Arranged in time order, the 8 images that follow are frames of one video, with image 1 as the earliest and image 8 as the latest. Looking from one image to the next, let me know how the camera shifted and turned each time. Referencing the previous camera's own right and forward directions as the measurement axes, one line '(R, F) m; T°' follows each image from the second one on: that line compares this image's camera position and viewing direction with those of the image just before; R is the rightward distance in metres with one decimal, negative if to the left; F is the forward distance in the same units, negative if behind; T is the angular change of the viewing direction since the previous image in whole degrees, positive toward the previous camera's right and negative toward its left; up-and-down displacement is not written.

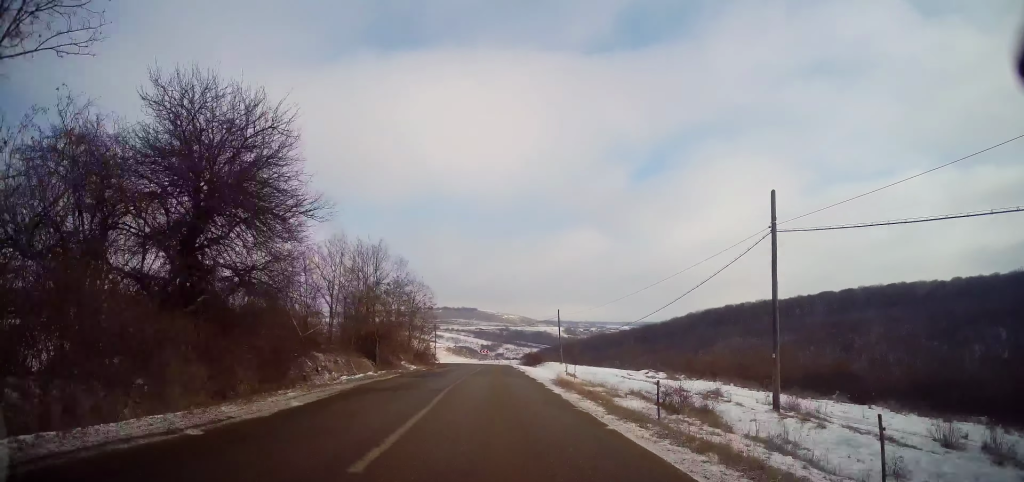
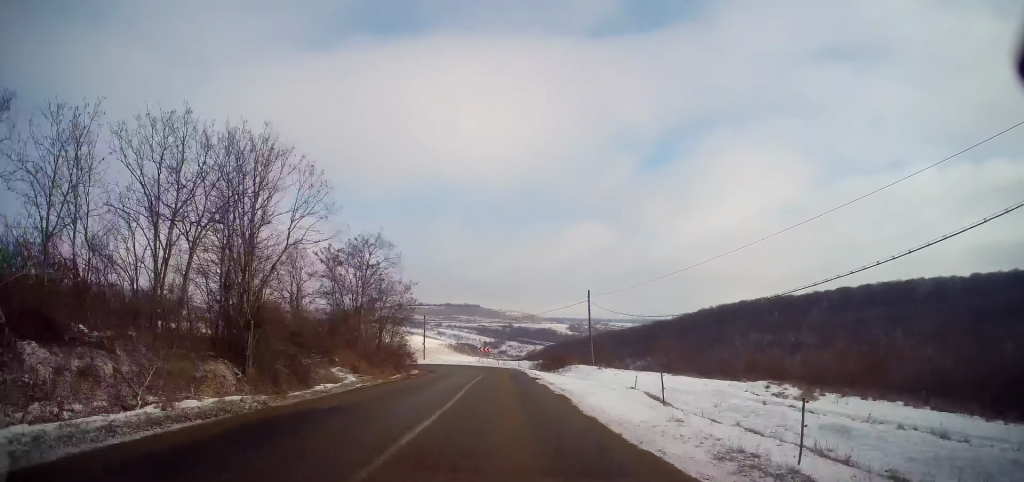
(-0.3, +18.7) m; +1°
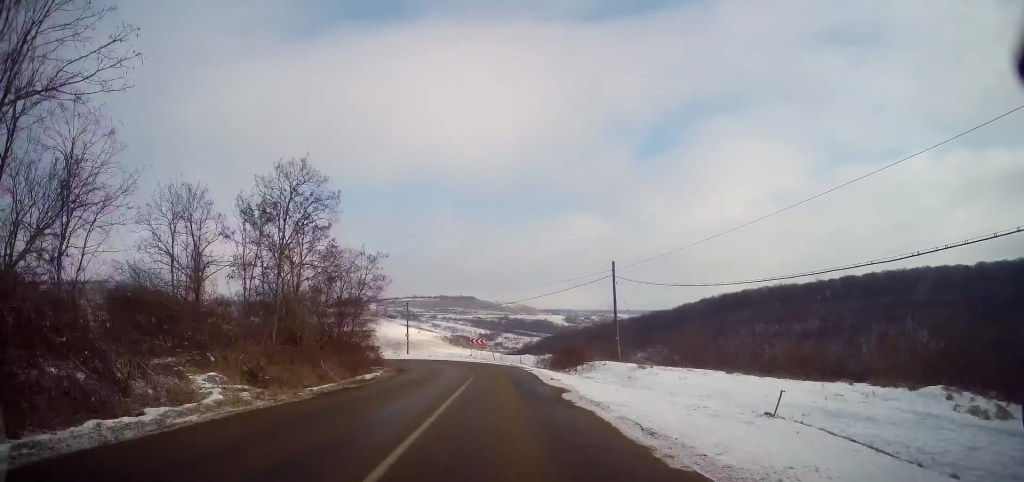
(+0.4, +10.9) m; 0°
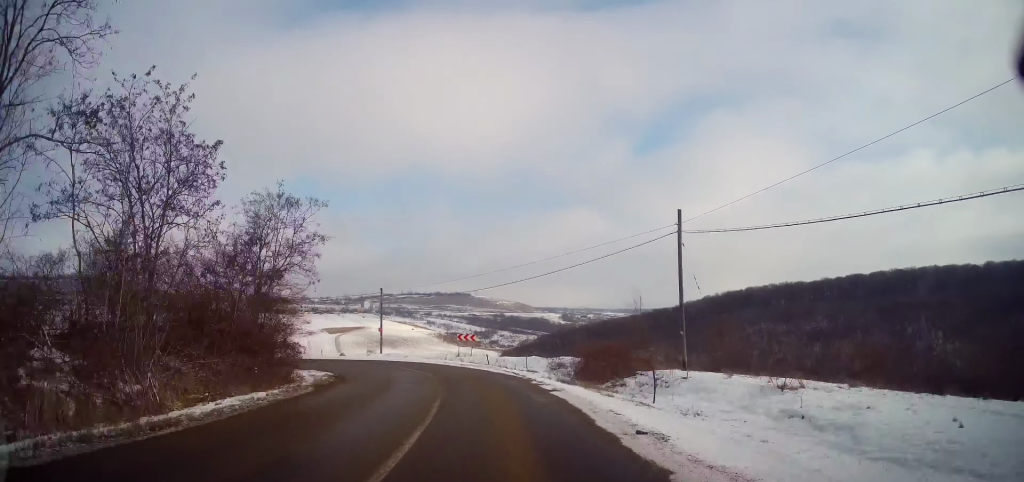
(0.0, +12.8) m; -2°
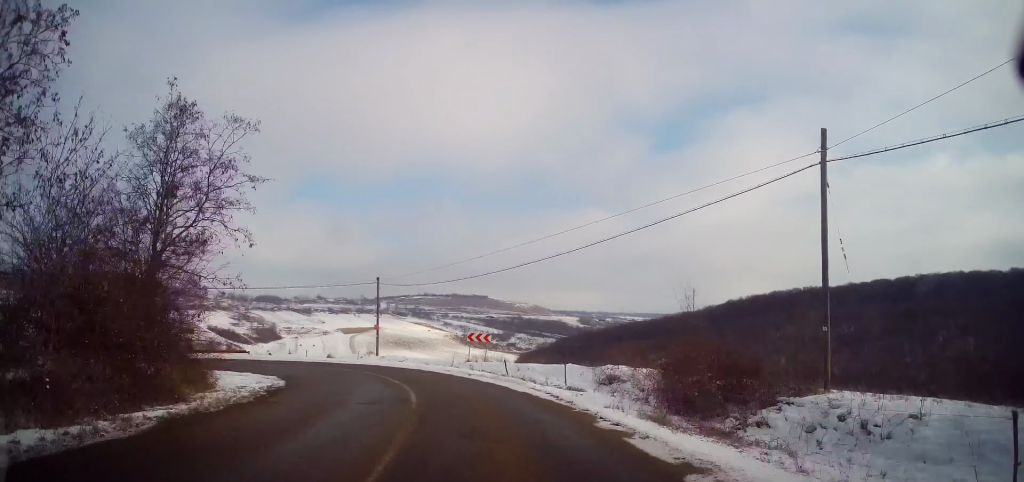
(-0.4, +9.2) m; -3°
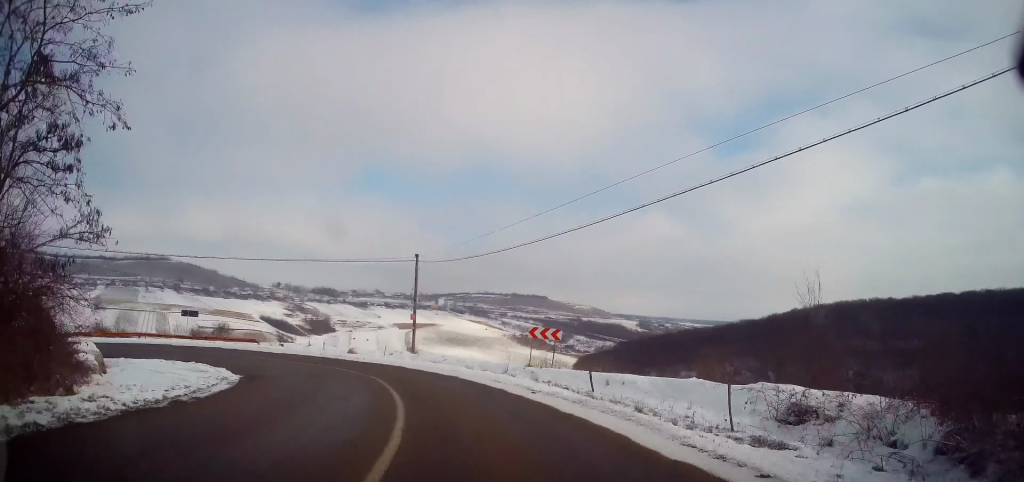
(0.0, +9.6) m; -4°
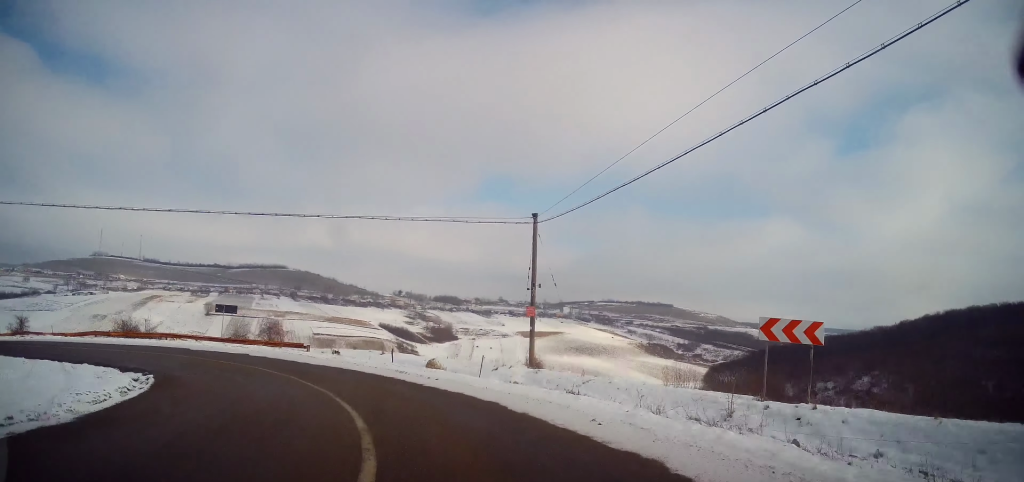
(-1.2, +13.0) m; -13°
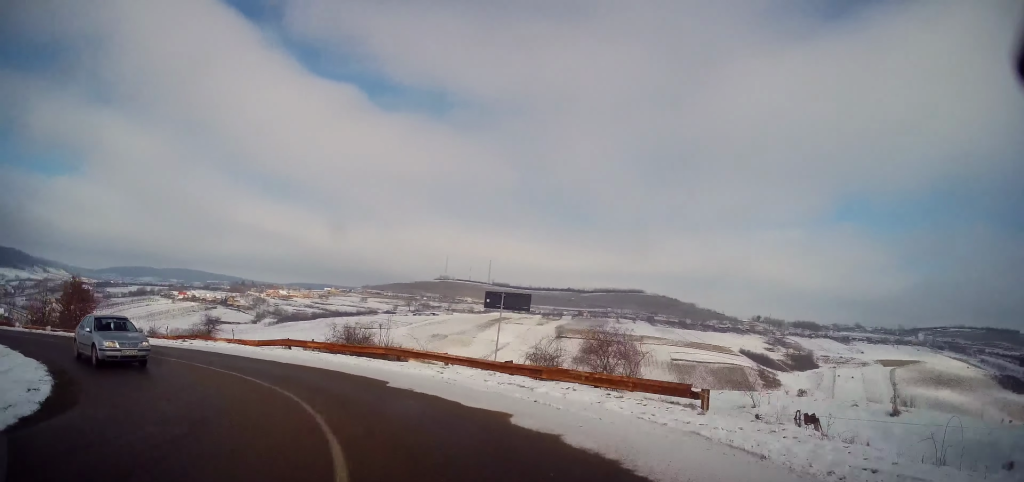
(-5.7, +17.9) m; -40°
